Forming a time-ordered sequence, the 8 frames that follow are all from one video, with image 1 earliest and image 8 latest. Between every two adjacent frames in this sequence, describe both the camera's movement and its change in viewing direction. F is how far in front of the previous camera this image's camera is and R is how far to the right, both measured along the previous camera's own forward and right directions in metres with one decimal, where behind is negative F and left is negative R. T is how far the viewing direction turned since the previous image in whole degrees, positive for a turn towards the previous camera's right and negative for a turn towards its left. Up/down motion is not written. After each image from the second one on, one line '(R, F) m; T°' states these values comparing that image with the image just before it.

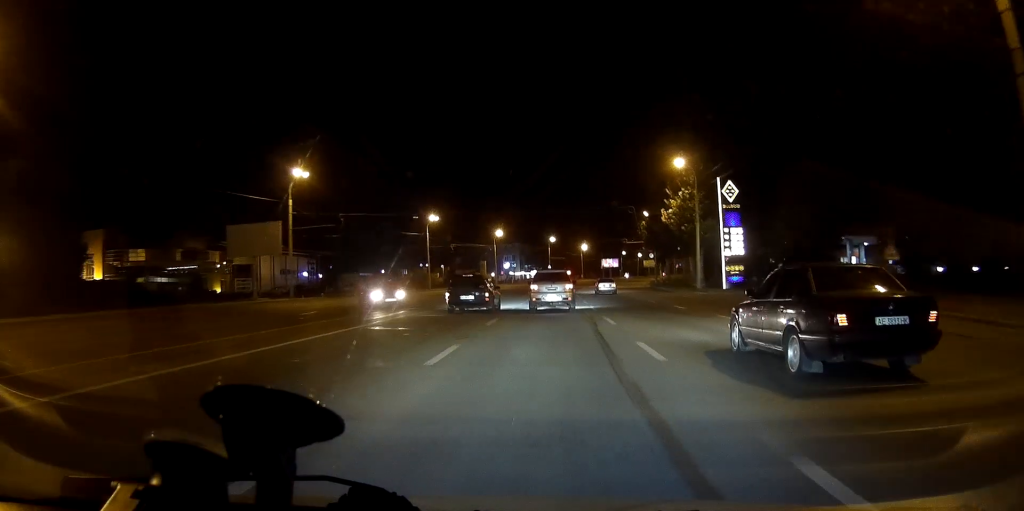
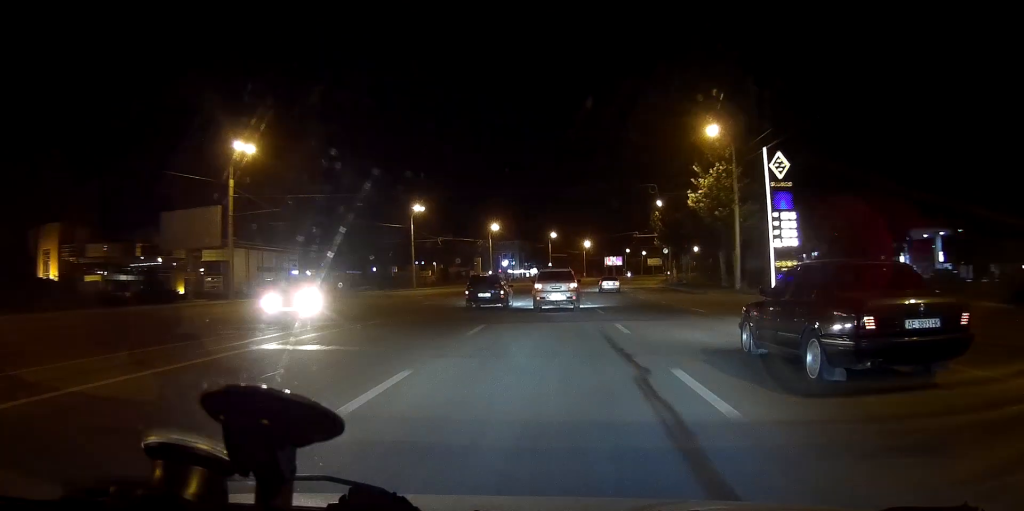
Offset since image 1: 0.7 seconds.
(0.0, +13.1) m; 0°
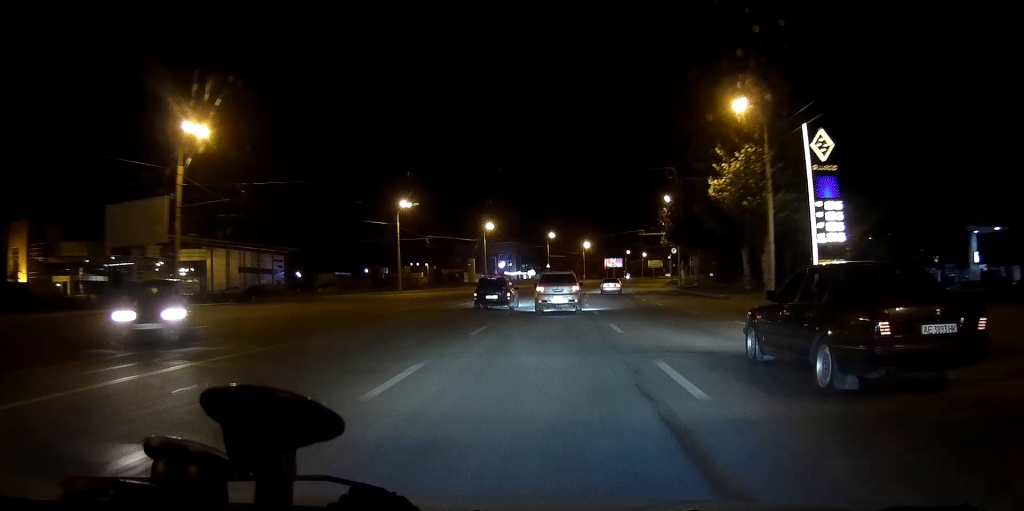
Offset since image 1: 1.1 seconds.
(0.0, +8.1) m; 0°
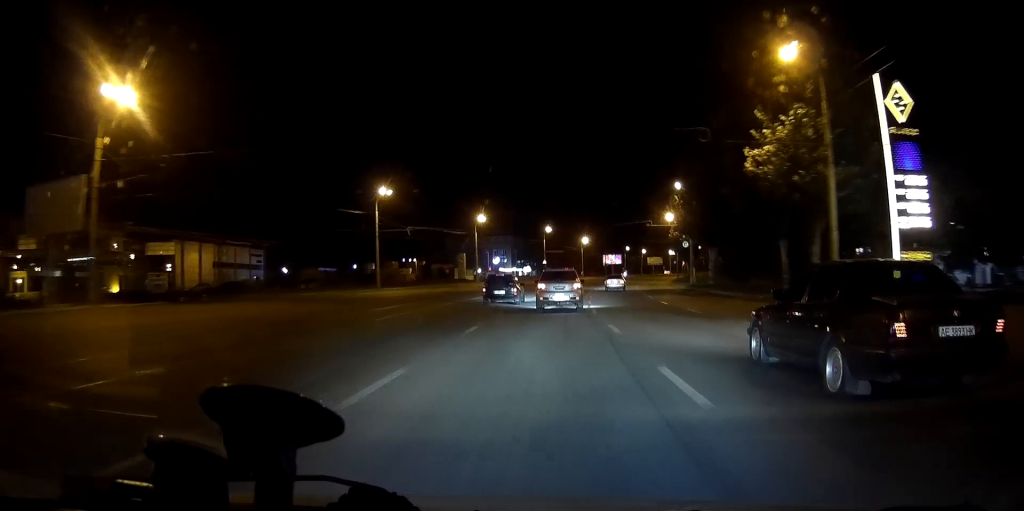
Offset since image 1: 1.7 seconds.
(0.0, +9.8) m; 0°
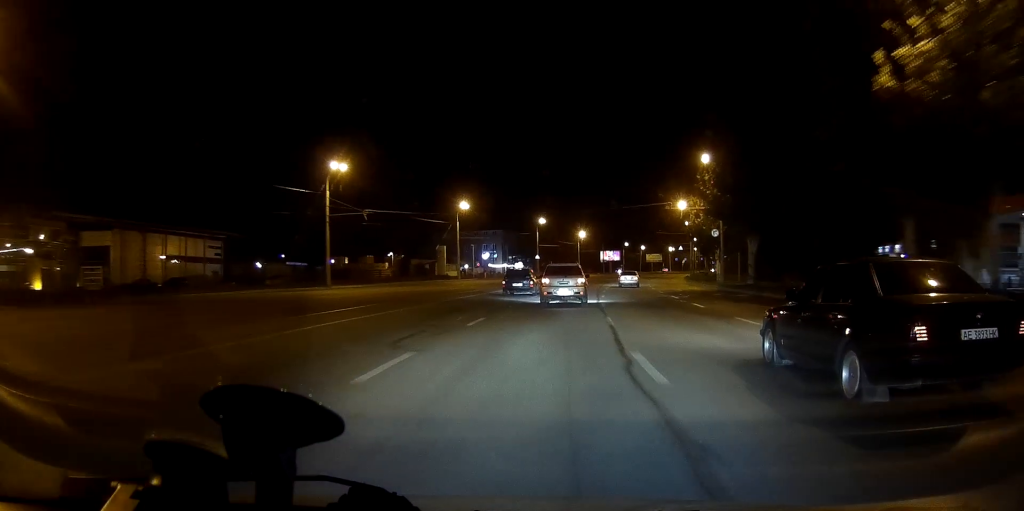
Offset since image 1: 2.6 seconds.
(0.0, +17.0) m; 0°
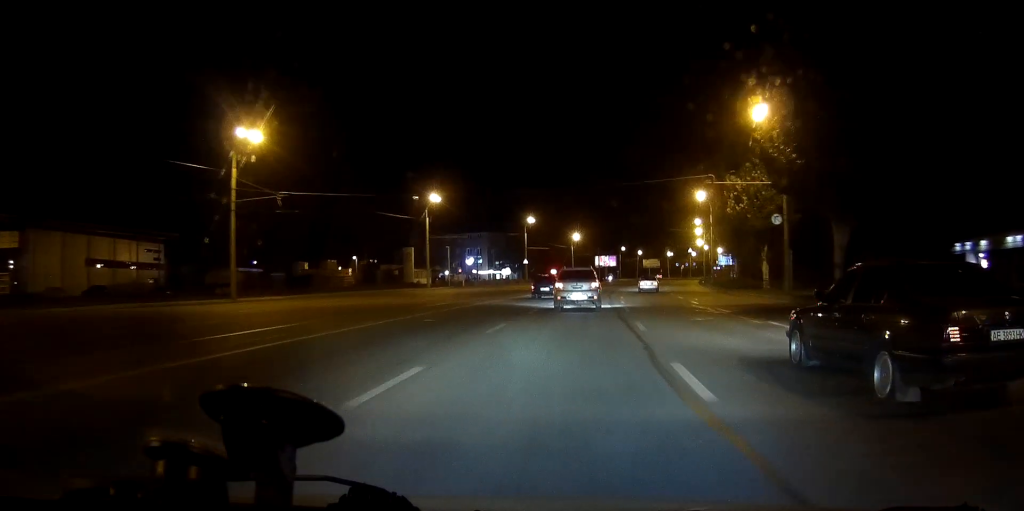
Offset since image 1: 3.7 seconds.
(-0.1, +19.6) m; +1°
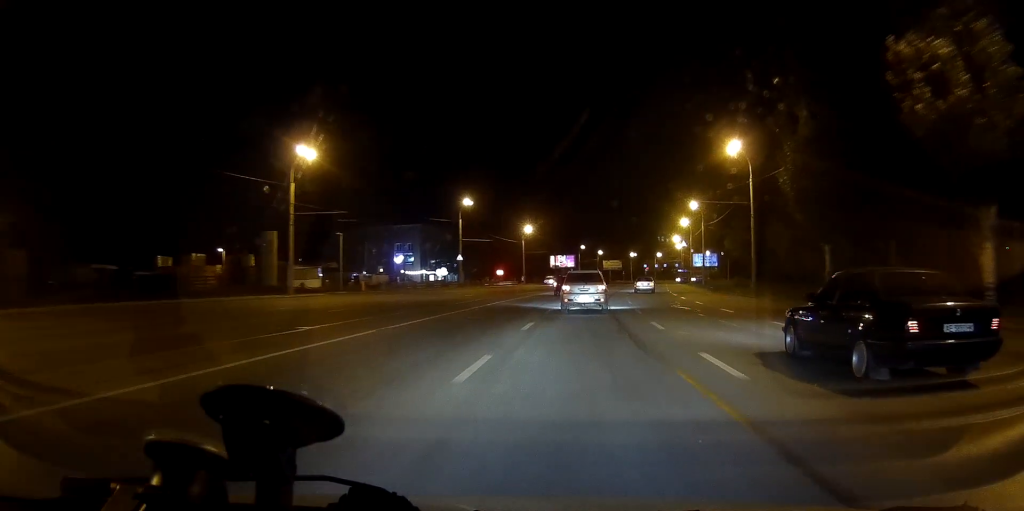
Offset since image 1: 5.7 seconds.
(+1.2, +34.6) m; +3°
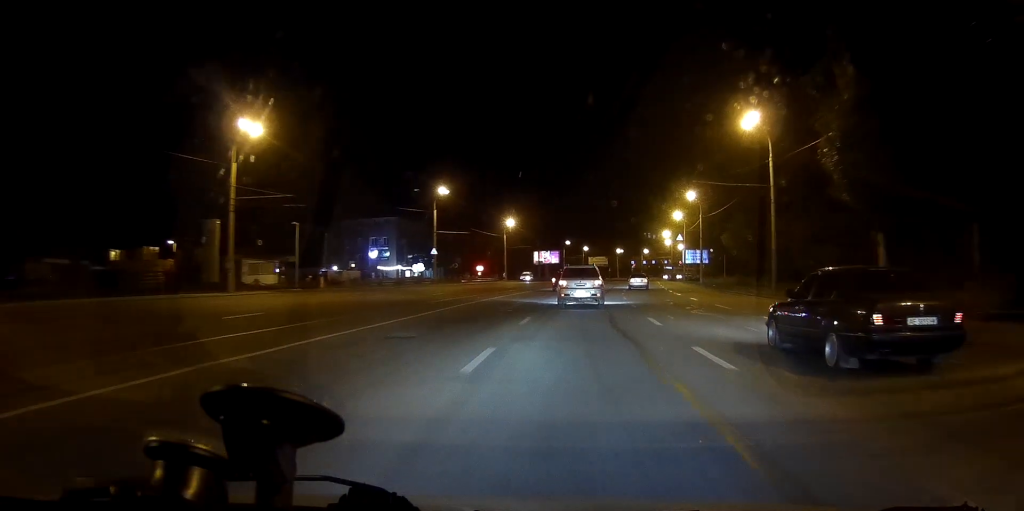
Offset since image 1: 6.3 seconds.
(0.0, +8.8) m; +1°
